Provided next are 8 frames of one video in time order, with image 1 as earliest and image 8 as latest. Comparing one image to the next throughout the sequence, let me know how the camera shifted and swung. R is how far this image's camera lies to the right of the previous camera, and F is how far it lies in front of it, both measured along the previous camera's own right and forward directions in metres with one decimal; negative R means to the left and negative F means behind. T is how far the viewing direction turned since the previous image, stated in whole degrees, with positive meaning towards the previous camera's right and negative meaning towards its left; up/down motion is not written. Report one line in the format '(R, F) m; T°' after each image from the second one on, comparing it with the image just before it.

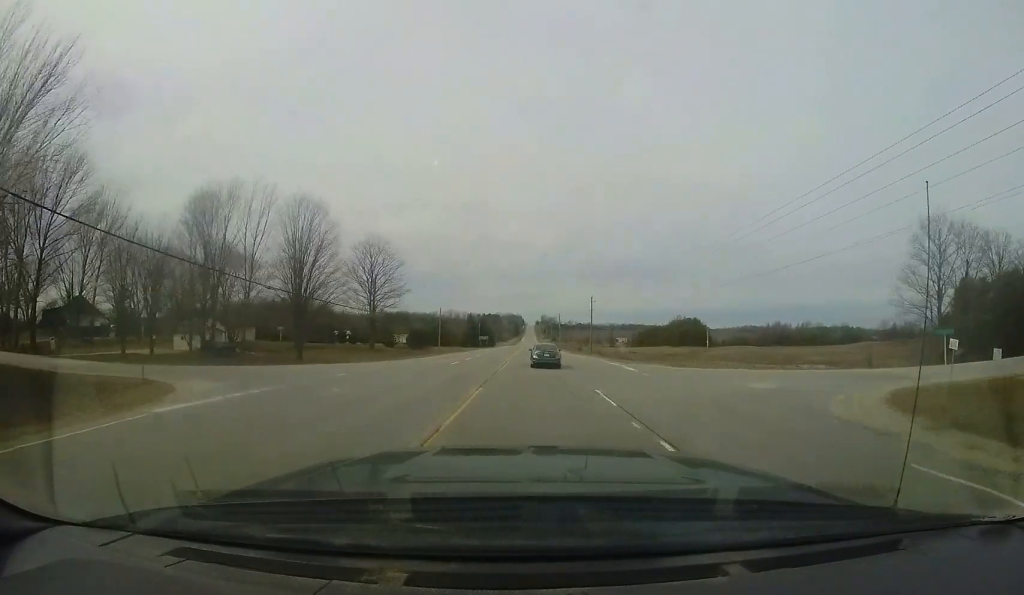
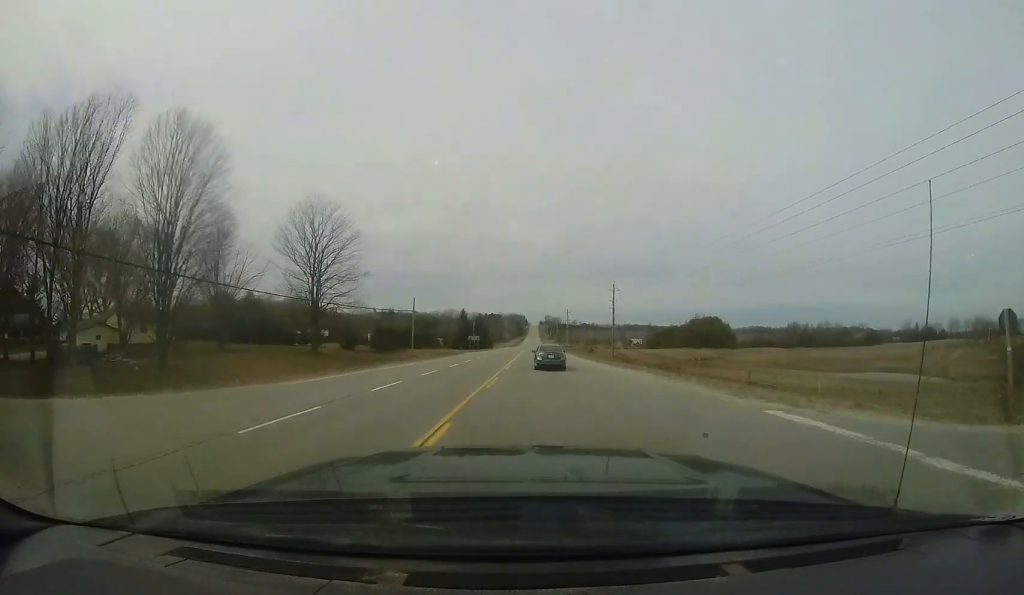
(-0.2, +19.8) m; -1°
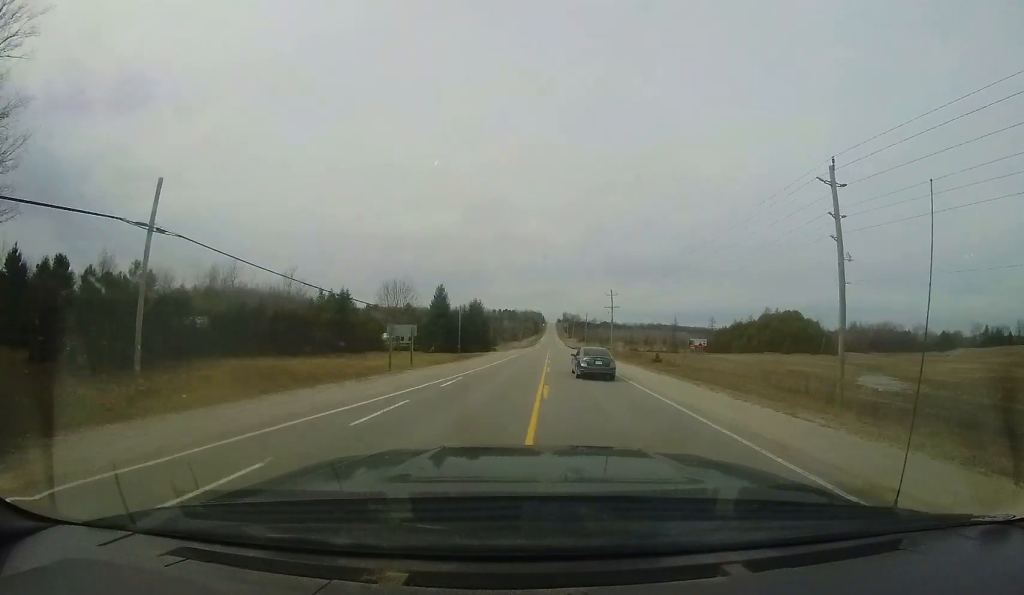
(-0.9, +46.7) m; -2°
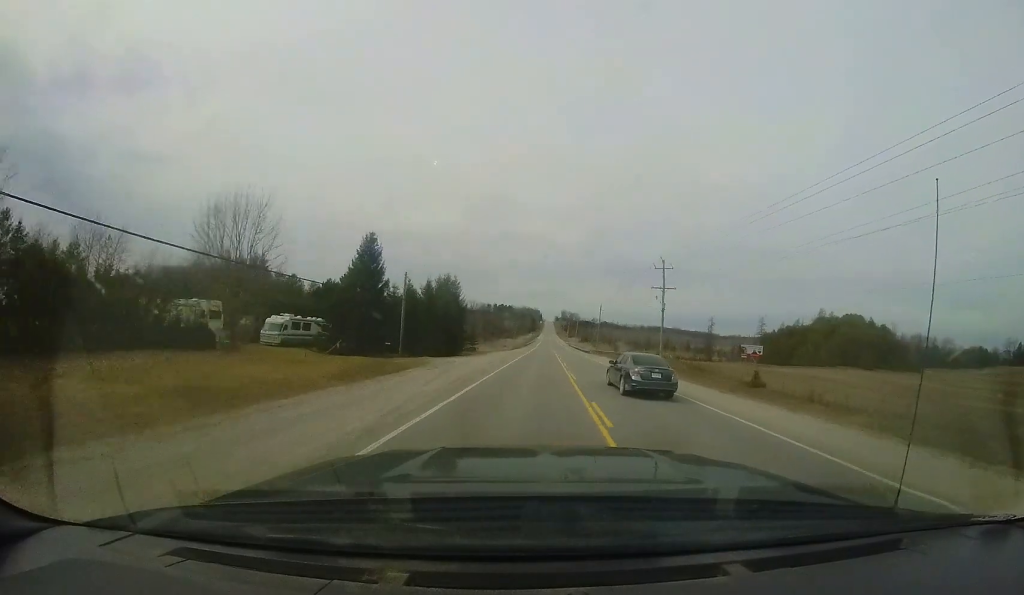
(0.0, +30.7) m; +1°
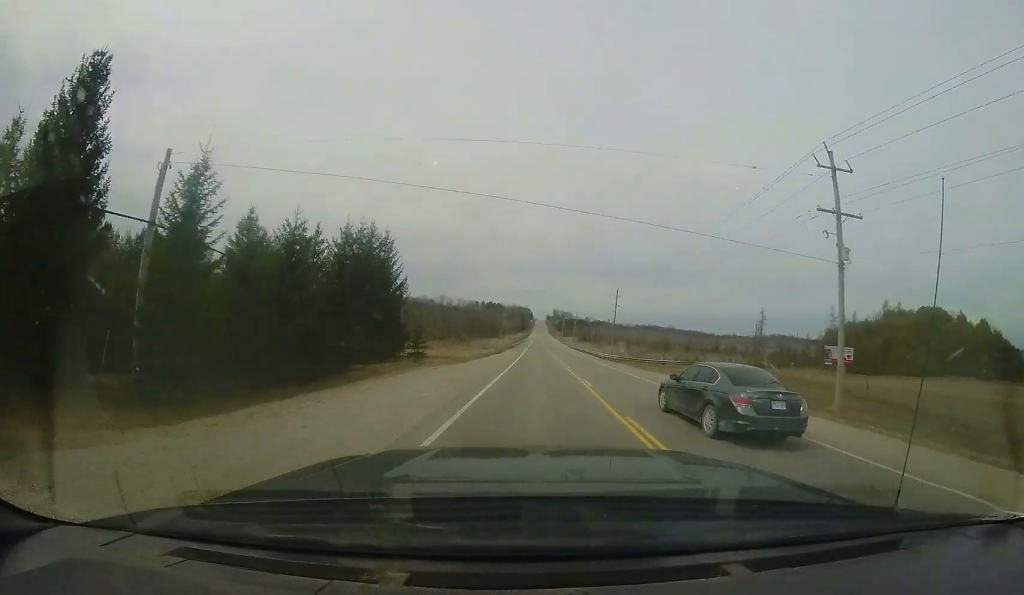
(+0.4, +29.3) m; +1°
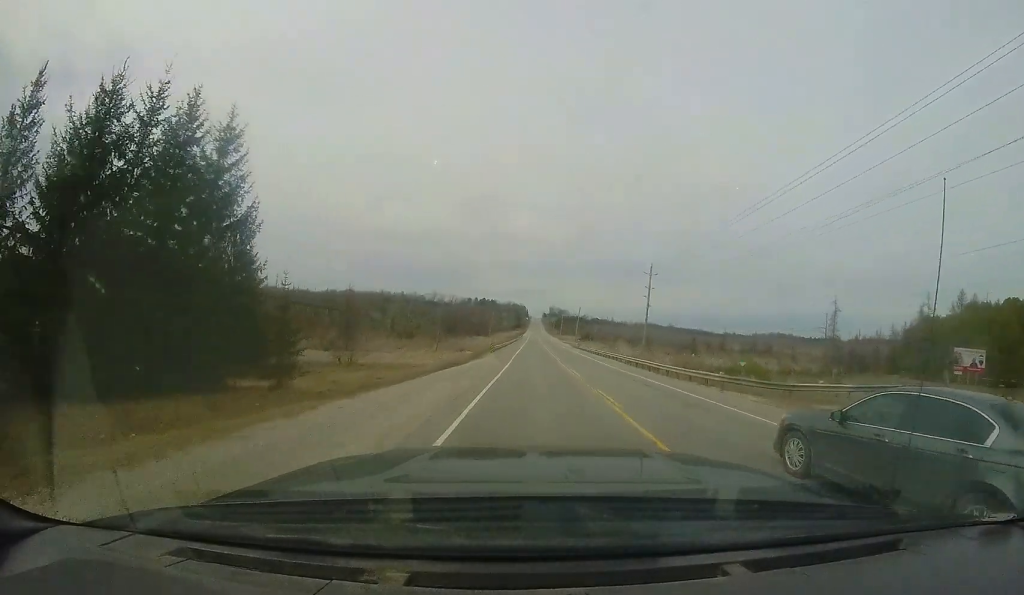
(-0.1, +23.0) m; 0°
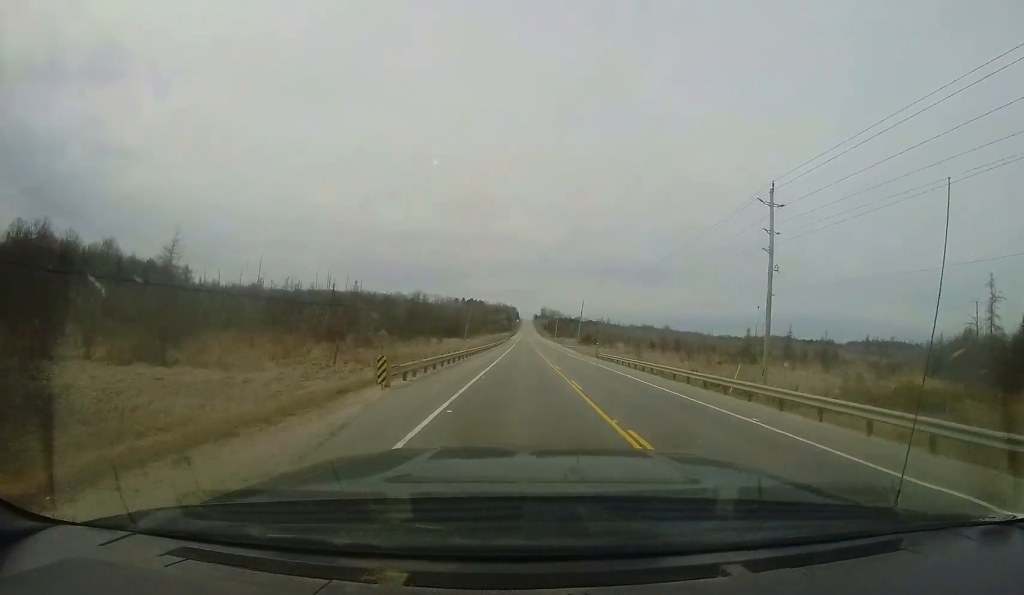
(+0.1, +28.2) m; +1°
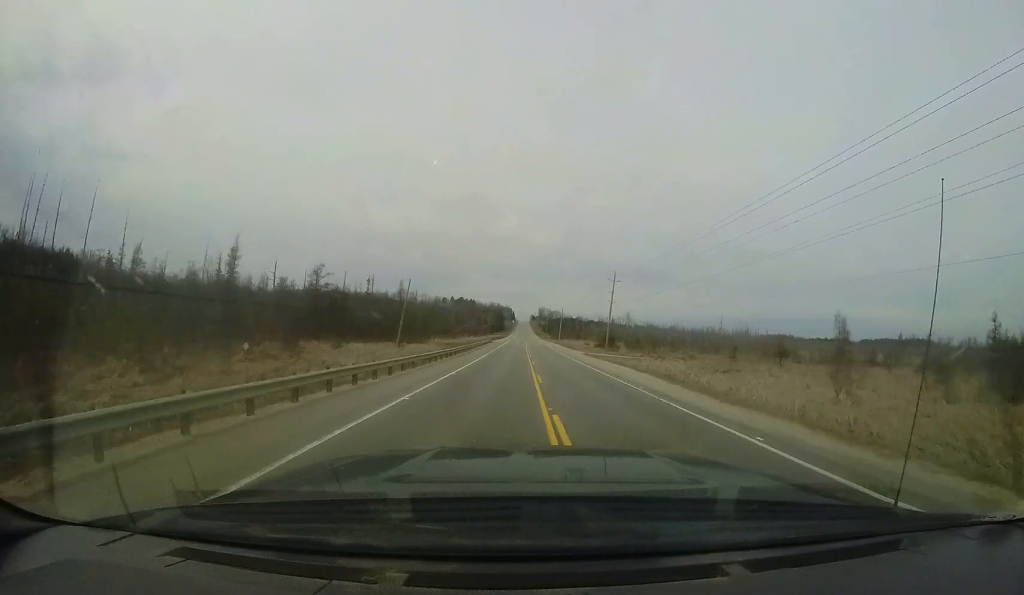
(+0.4, +43.5) m; 0°
